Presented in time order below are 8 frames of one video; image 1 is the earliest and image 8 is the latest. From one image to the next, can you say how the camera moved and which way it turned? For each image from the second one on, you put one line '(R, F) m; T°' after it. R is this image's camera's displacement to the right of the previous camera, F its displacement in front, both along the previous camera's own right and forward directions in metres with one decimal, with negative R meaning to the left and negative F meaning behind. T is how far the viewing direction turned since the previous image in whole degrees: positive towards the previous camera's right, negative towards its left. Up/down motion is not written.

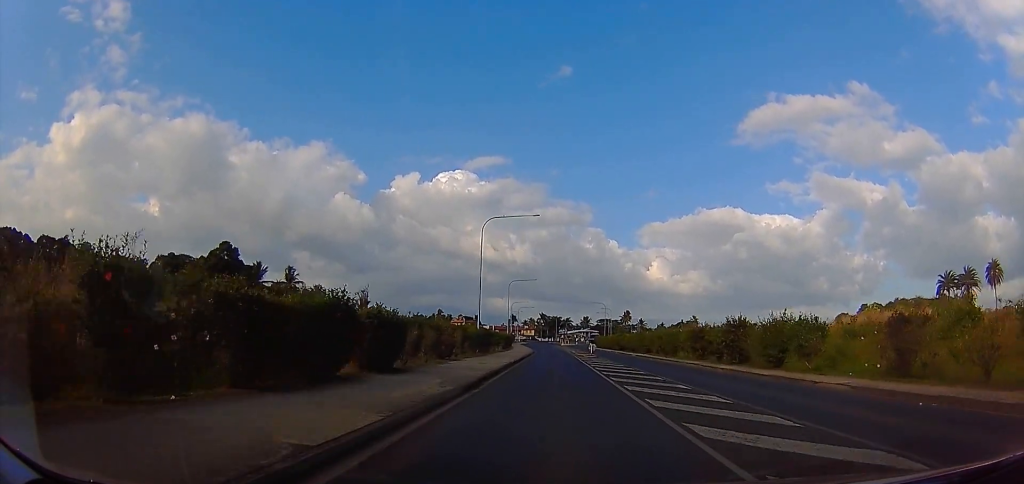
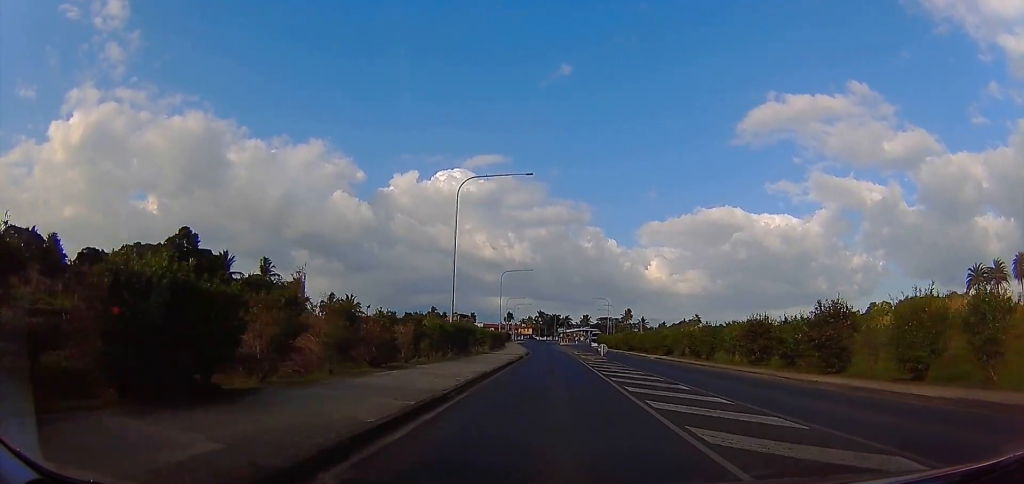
(+0.4, +10.6) m; 0°
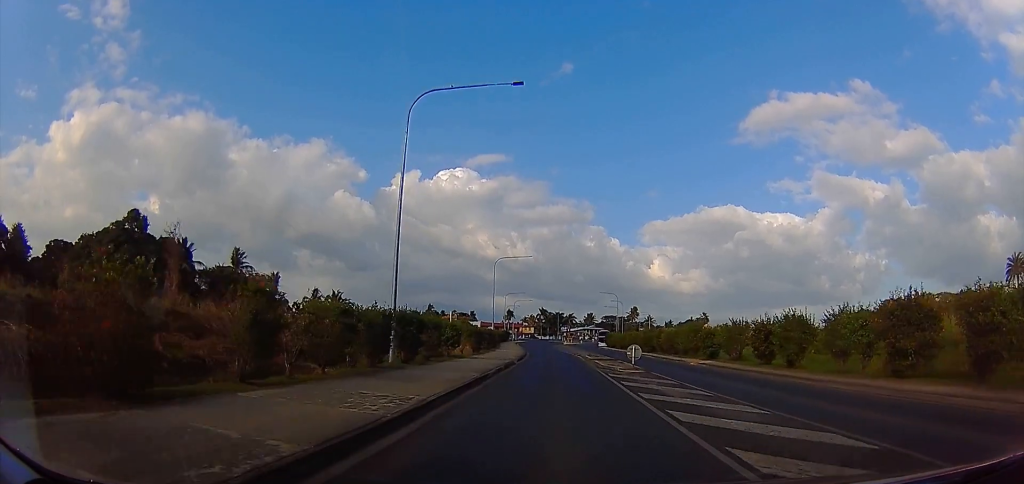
(-0.3, +11.9) m; 0°
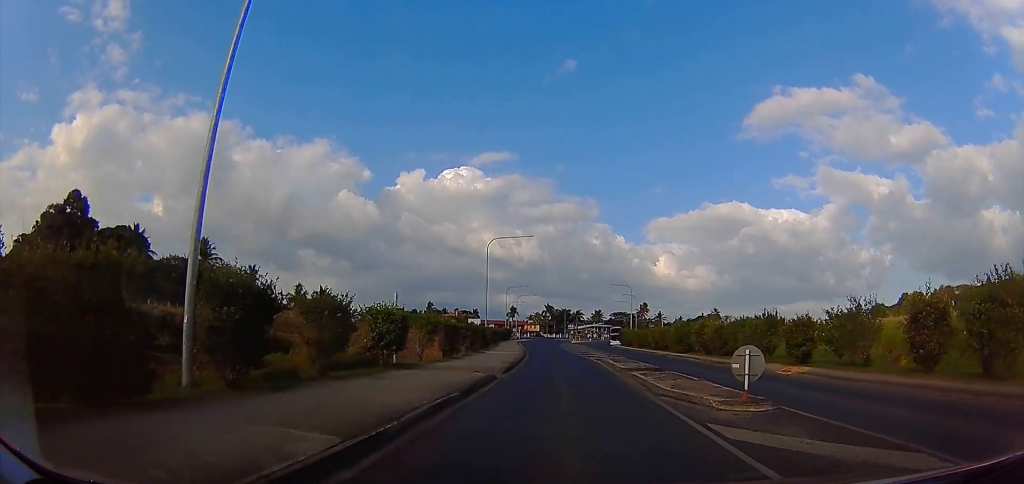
(+0.1, +12.1) m; 0°
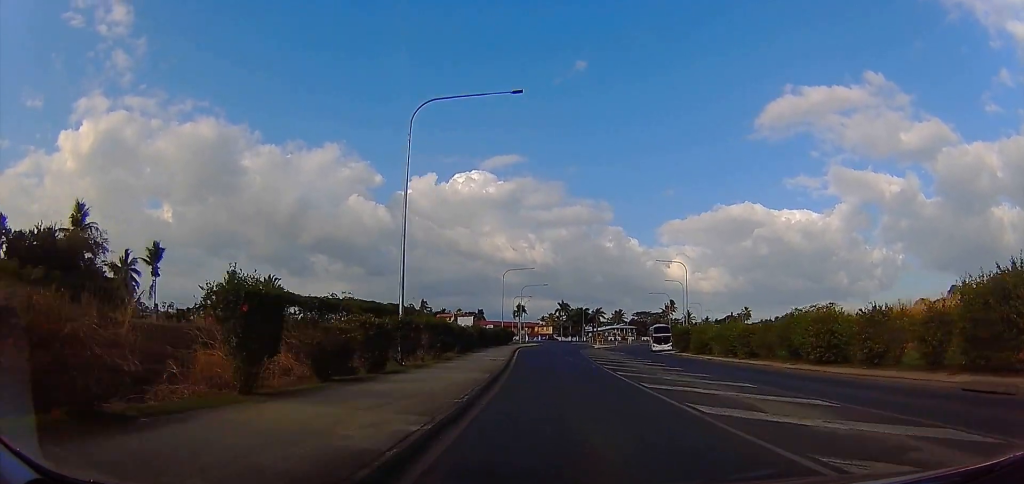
(-2.1, +33.2) m; -8°
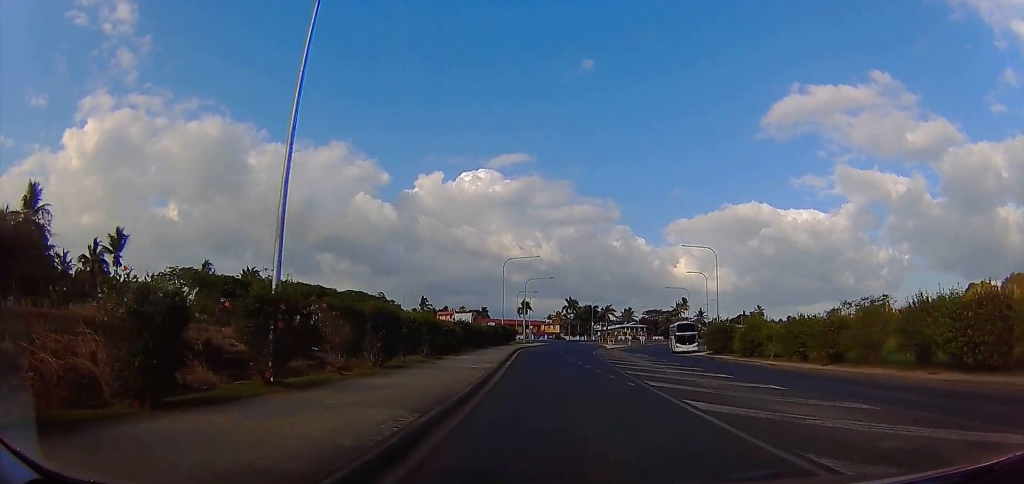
(-0.1, +10.0) m; -1°
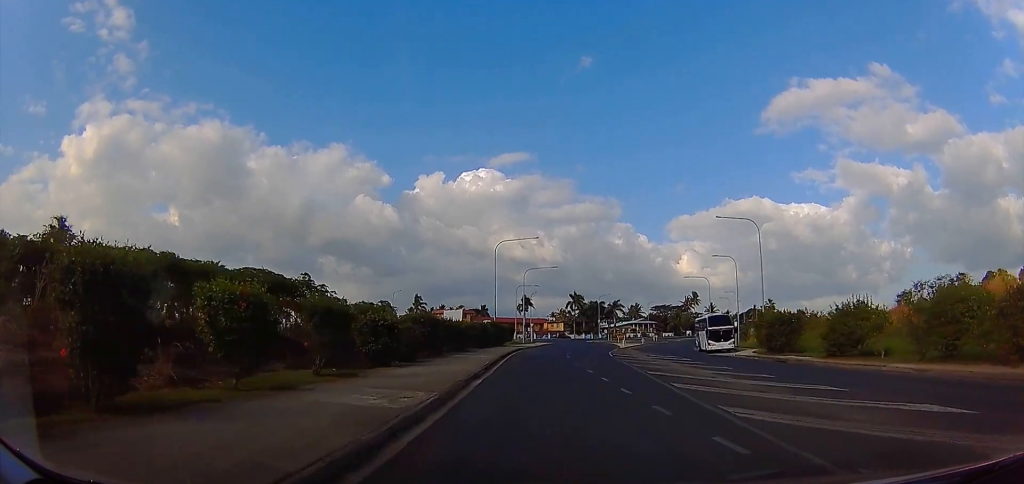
(-0.1, +11.7) m; +1°
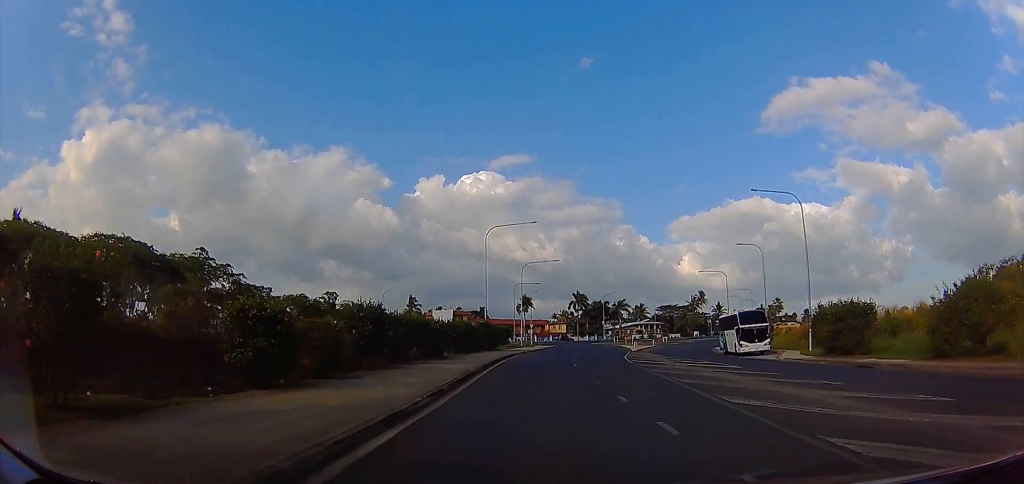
(0.0, +8.3) m; +1°
